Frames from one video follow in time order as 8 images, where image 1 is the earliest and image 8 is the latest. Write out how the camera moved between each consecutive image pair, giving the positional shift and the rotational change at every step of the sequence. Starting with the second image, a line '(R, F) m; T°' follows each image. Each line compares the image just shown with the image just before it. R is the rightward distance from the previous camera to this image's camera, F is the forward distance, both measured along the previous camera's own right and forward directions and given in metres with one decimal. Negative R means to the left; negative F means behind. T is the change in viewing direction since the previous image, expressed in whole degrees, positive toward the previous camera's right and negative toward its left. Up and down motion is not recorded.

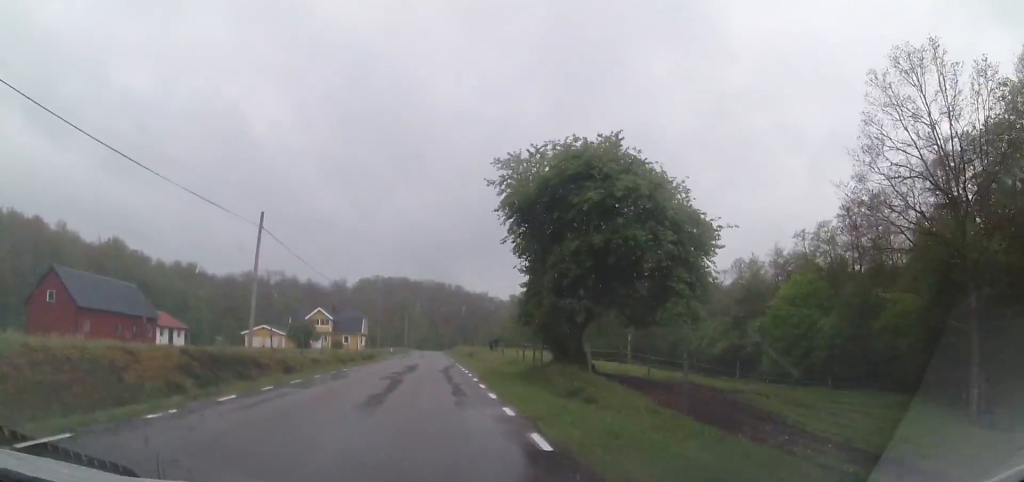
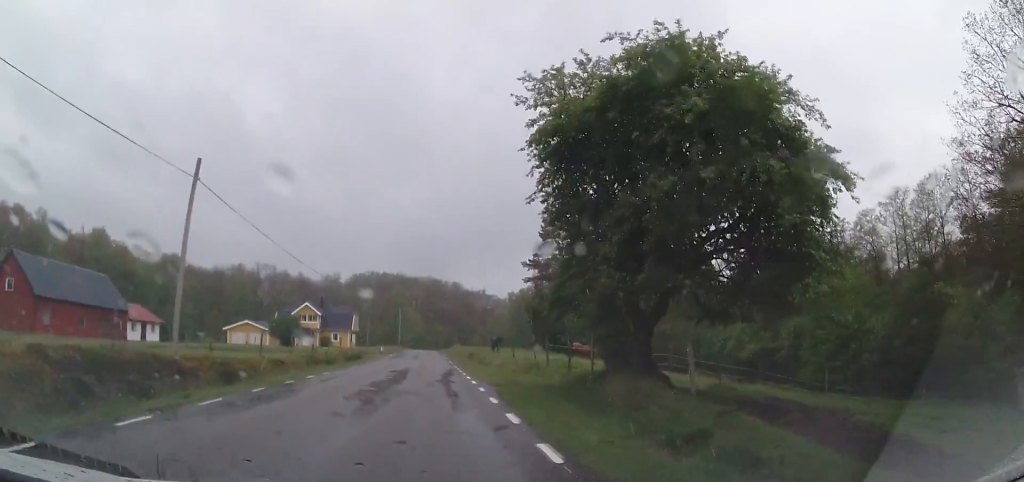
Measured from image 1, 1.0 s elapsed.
(-0.1, +6.1) m; +1°
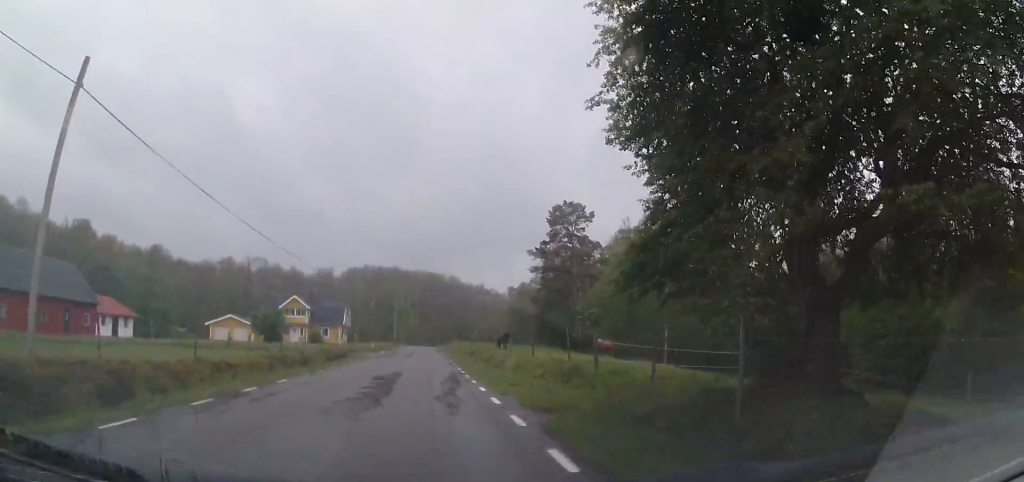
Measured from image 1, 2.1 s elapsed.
(+0.1, +5.5) m; +2°
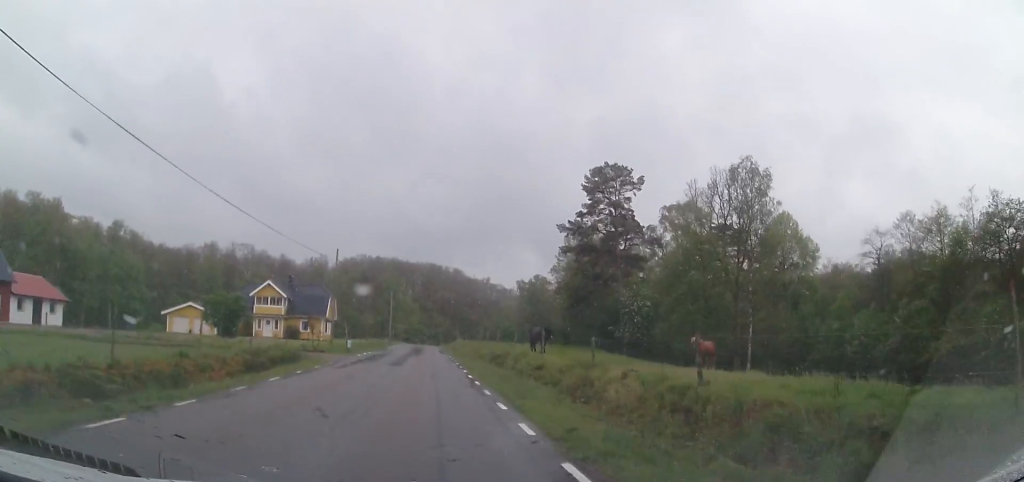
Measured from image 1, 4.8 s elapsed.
(-0.4, +12.7) m; -3°
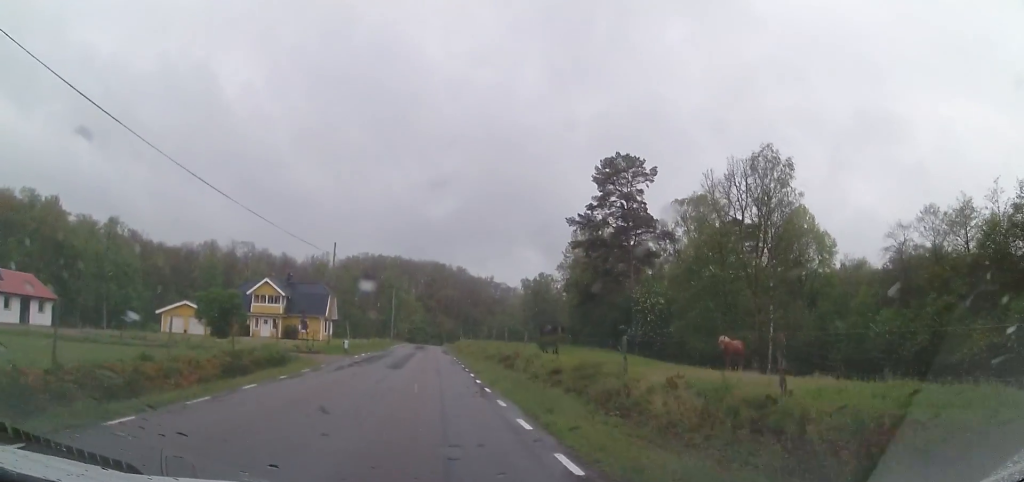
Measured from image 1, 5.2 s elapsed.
(0.0, +2.0) m; 0°
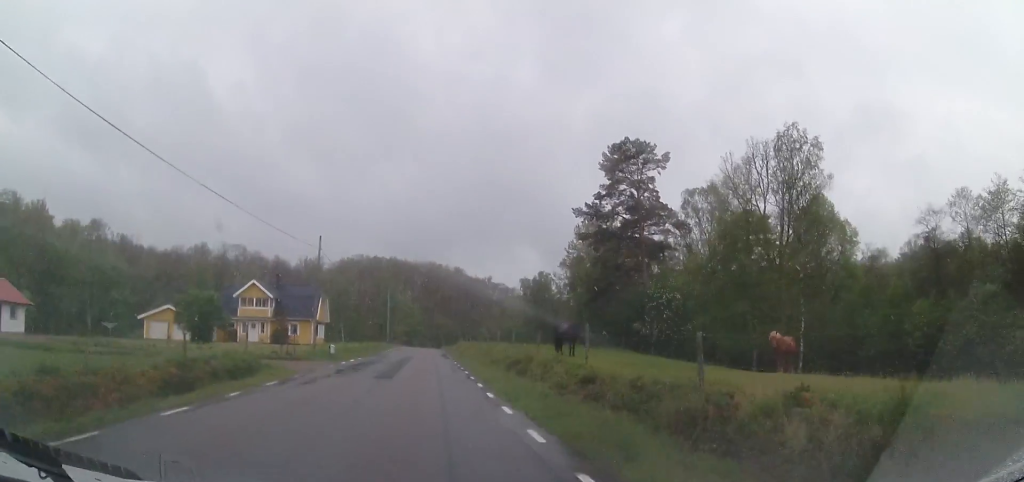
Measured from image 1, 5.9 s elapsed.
(0.0, +3.8) m; 0°
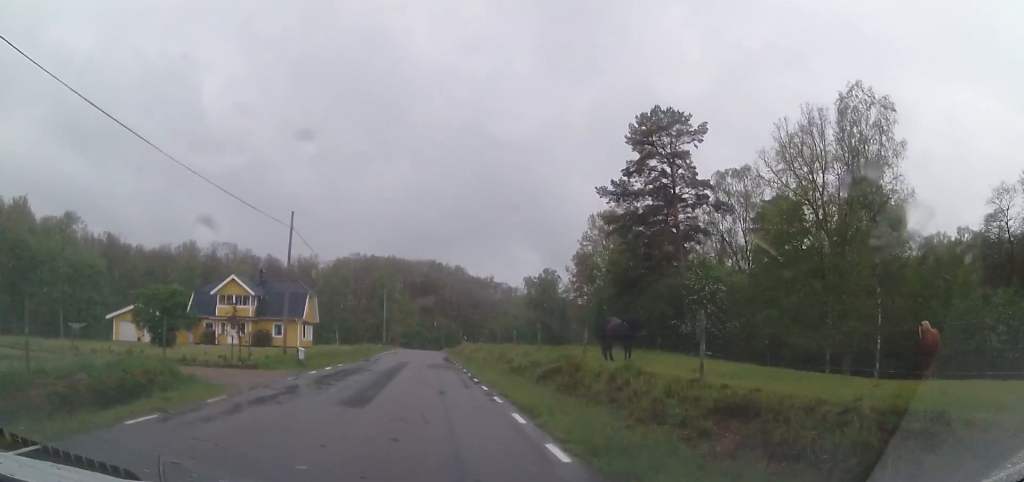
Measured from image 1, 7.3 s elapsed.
(0.0, +7.2) m; 0°
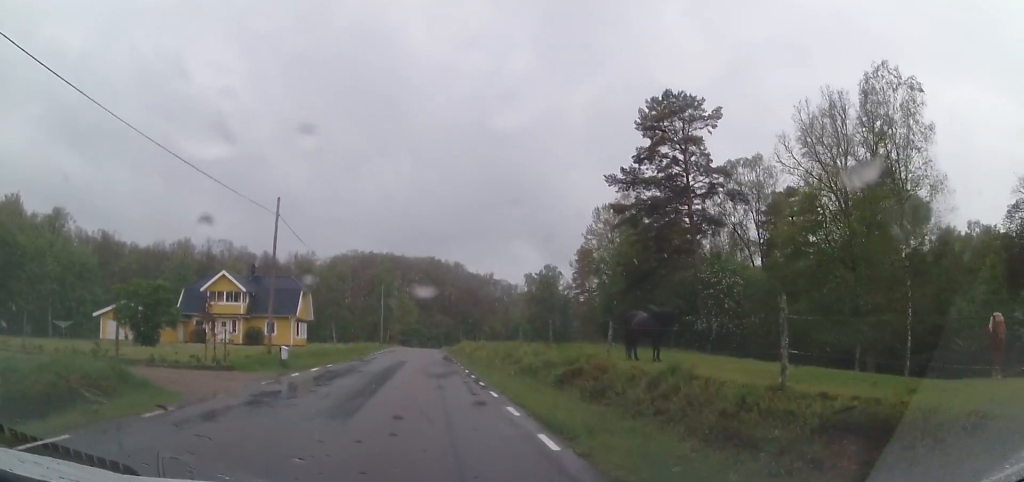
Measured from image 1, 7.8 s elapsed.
(0.0, +2.5) m; +1°
